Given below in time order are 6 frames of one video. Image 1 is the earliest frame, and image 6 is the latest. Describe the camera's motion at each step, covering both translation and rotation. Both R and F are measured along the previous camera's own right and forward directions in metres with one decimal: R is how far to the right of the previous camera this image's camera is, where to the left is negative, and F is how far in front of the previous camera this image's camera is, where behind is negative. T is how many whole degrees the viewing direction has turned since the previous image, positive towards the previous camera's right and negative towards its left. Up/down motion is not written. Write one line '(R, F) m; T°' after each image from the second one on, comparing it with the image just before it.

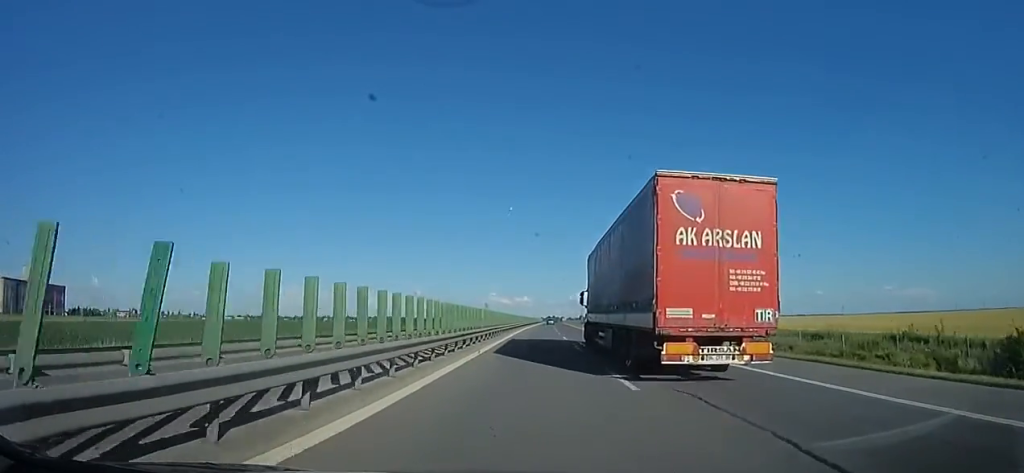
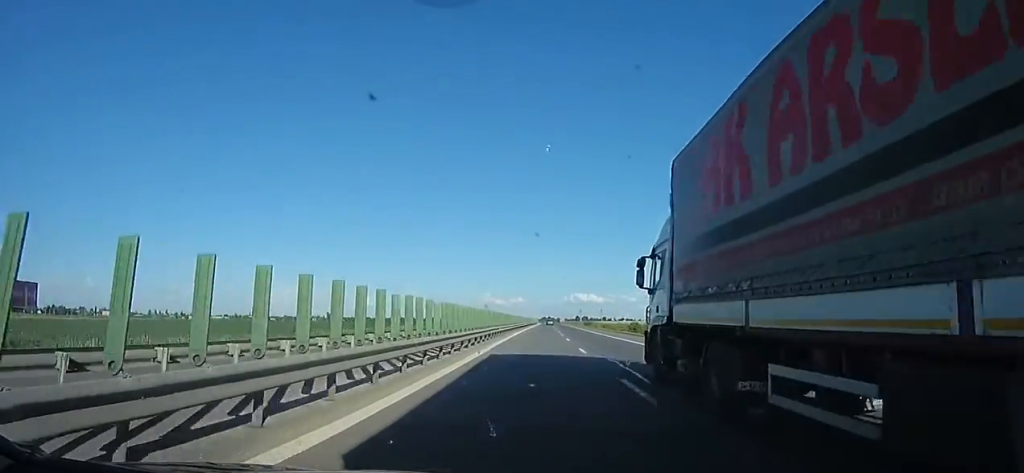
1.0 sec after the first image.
(+0.1, +34.2) m; 0°
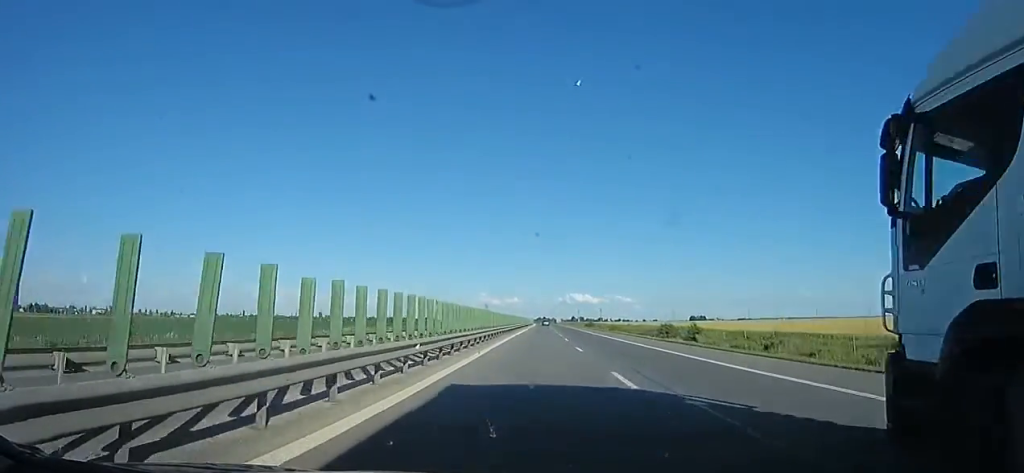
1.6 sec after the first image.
(0.0, +19.6) m; 0°
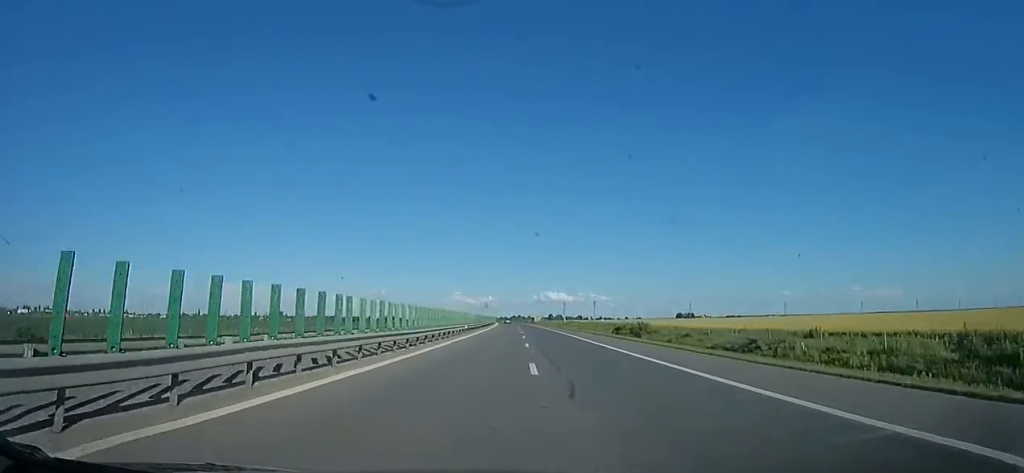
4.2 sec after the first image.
(+1.7, +86.2) m; +2°
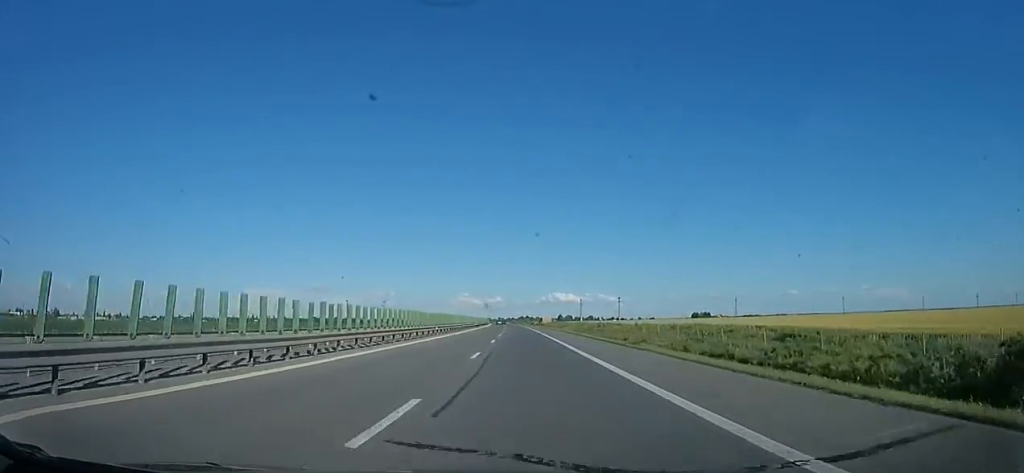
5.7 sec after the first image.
(+0.8, +54.0) m; +1°
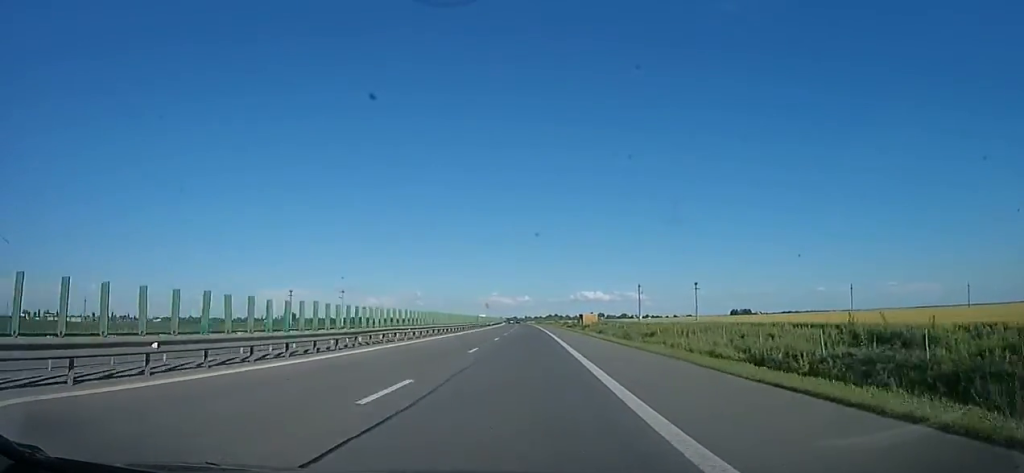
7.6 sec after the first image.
(-0.5, +70.9) m; -2°
